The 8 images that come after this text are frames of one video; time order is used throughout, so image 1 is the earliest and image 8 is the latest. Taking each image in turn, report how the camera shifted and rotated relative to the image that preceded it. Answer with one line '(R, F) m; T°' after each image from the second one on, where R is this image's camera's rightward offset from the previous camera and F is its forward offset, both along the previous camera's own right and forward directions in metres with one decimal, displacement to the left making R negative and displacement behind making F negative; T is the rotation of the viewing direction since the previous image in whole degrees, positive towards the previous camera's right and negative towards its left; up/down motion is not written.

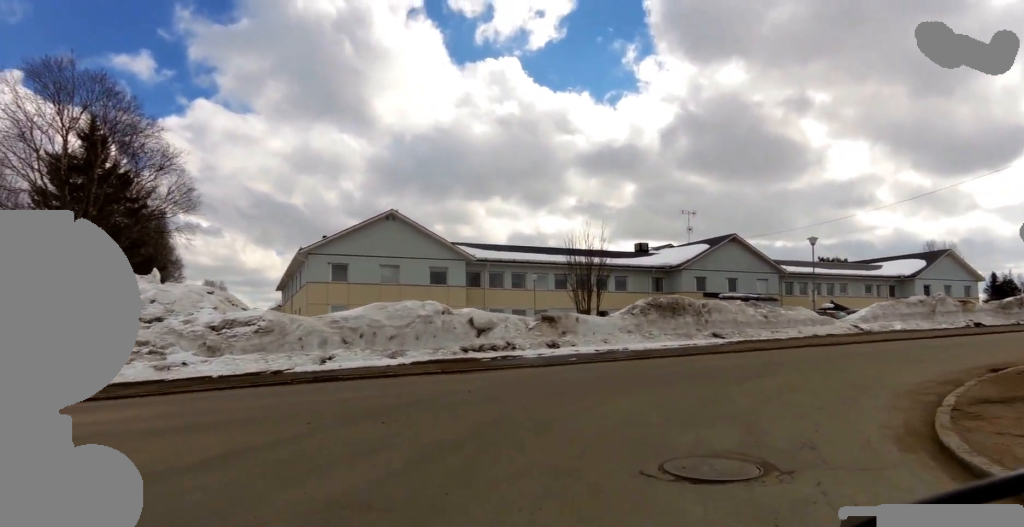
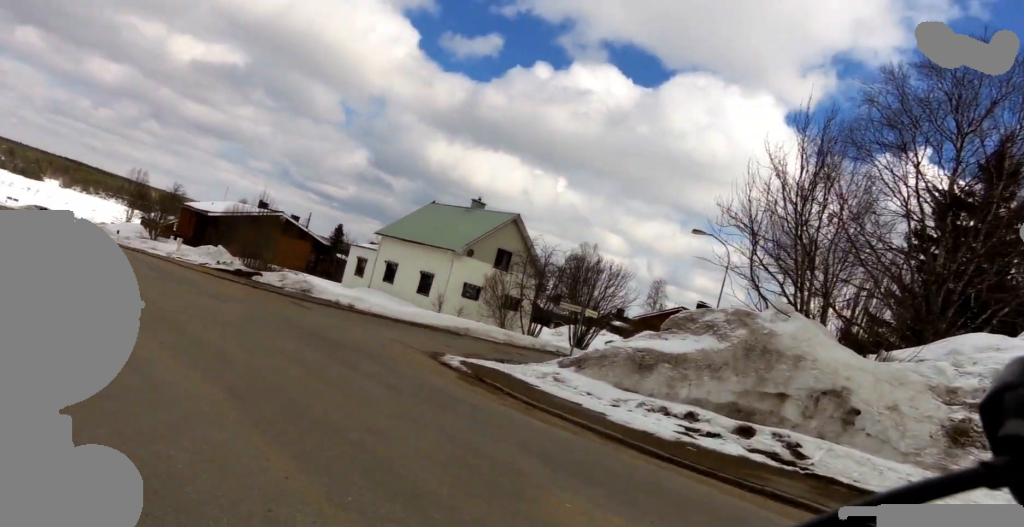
(-3.5, +5.8) m; -75°
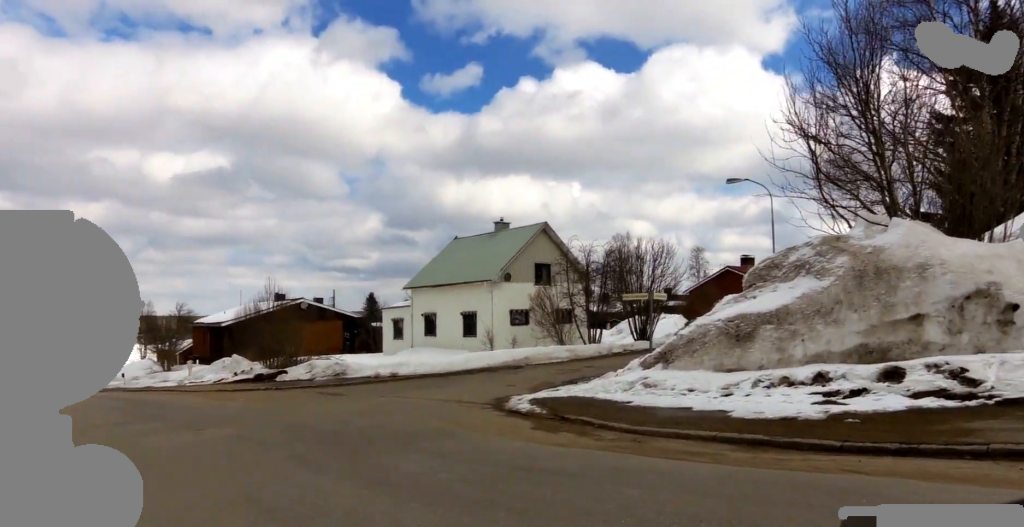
(-0.7, +2.6) m; -11°
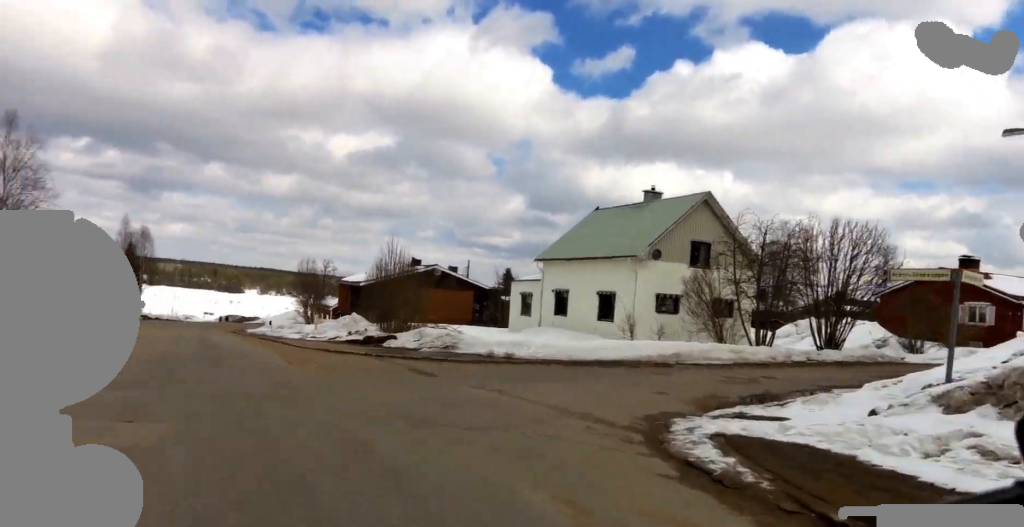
(-0.4, +5.4) m; -1°
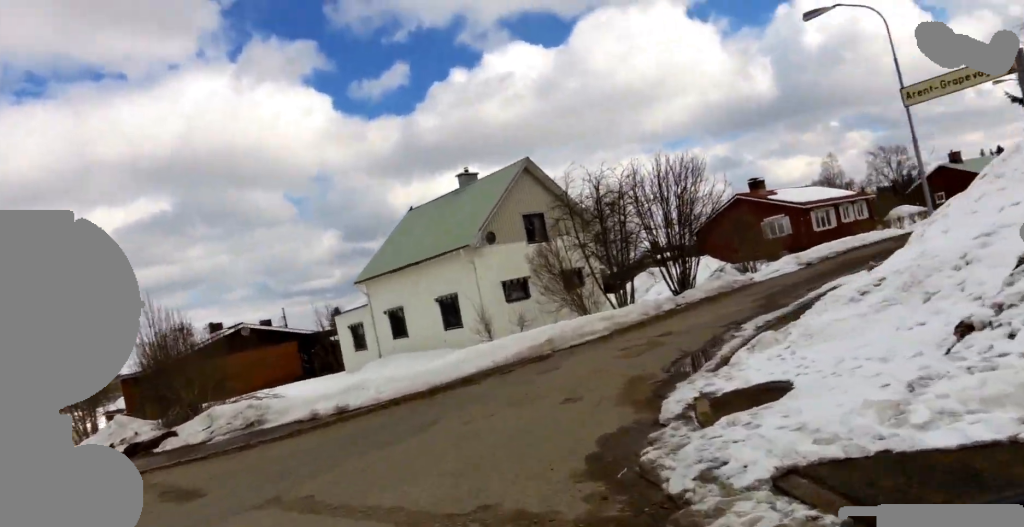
(+0.3, +4.8) m; +16°
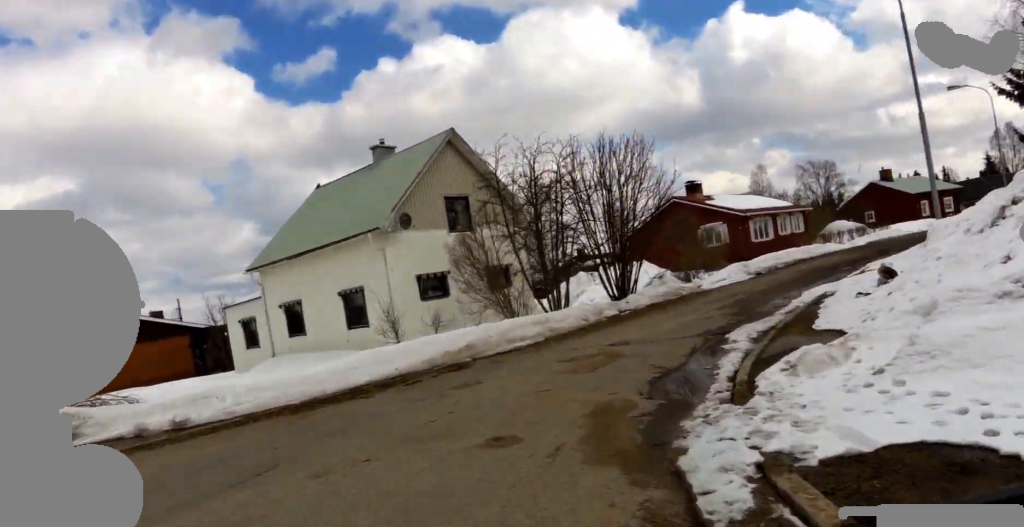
(+0.4, +3.4) m; +11°
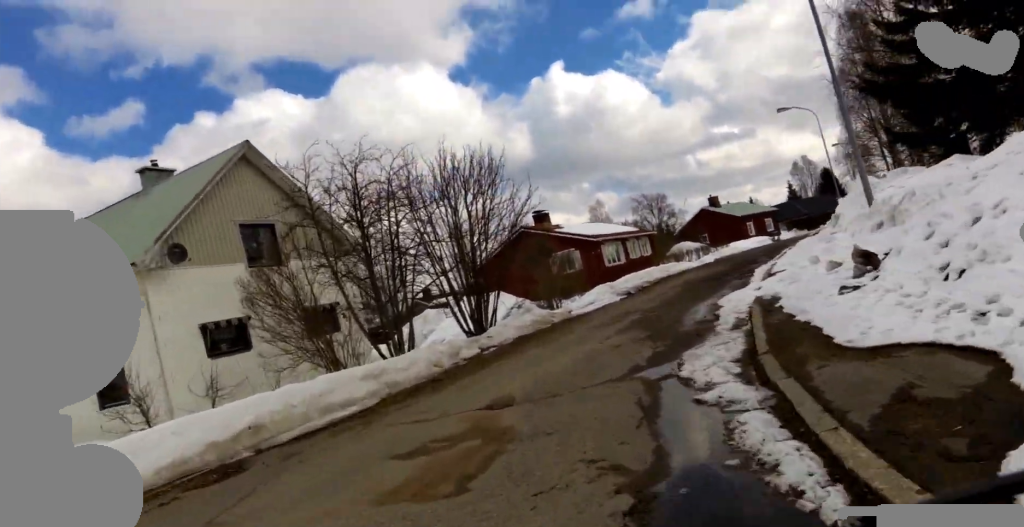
(+0.8, +4.5) m; +11°
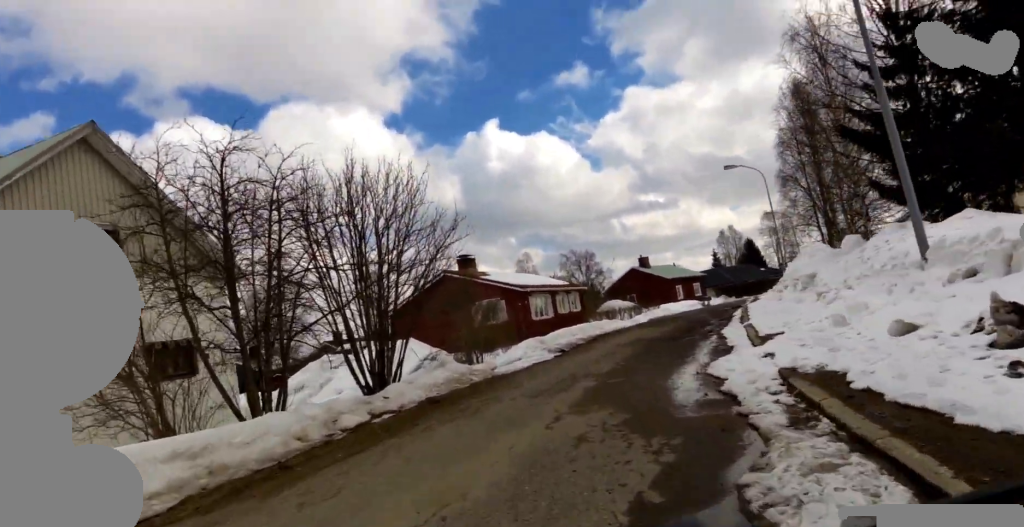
(0.0, +3.7) m; +7°
